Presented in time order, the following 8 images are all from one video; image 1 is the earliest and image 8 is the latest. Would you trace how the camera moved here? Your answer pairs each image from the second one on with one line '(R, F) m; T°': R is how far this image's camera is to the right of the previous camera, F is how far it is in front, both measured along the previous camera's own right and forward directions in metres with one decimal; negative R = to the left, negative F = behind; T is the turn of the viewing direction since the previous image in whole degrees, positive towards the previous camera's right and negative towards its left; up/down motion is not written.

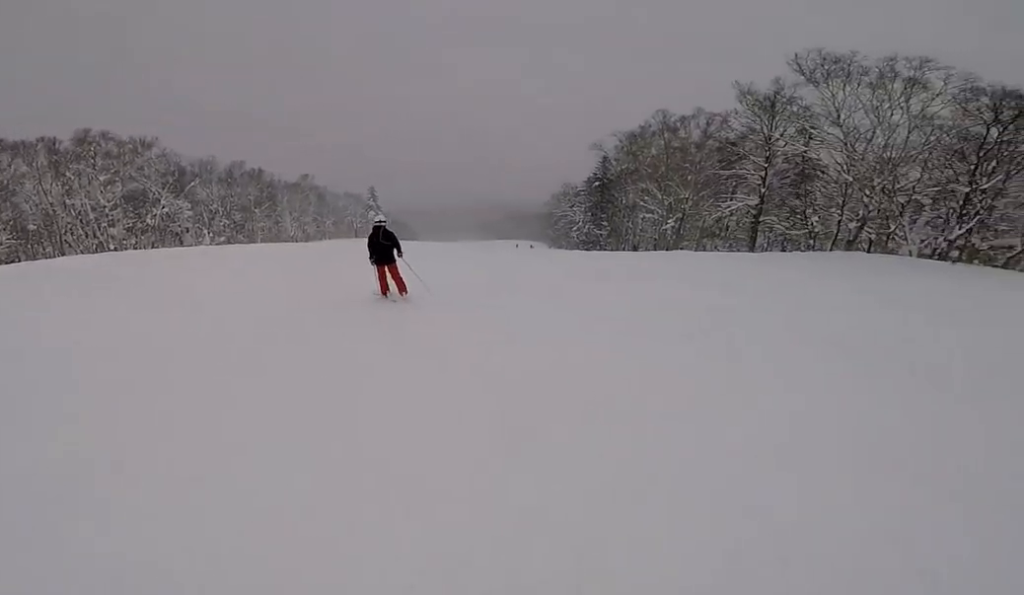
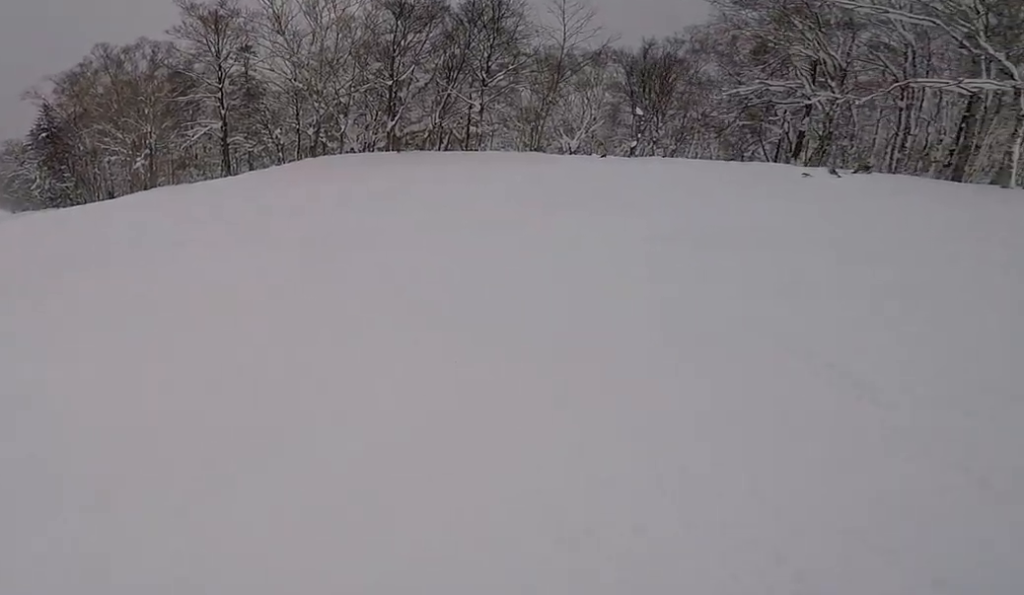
(+2.4, +4.3) m; +32°
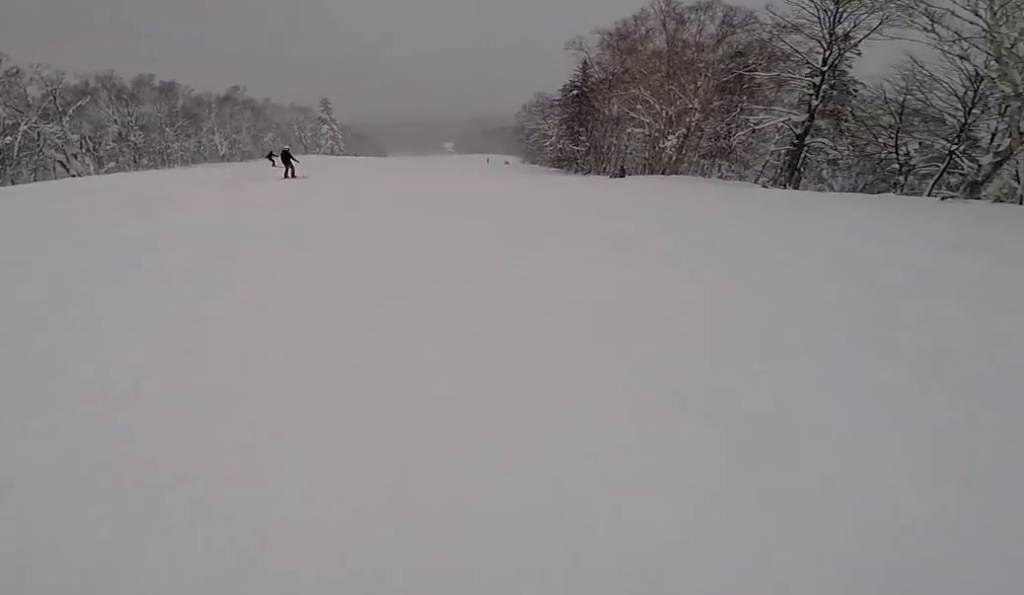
(-4.0, +8.4) m; -44°
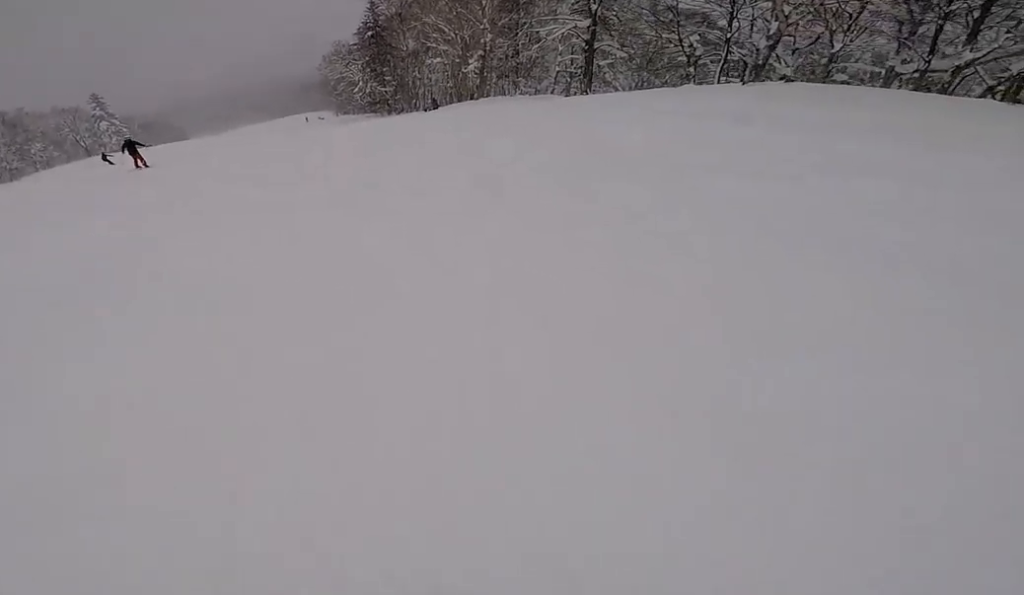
(0.0, +2.0) m; +5°
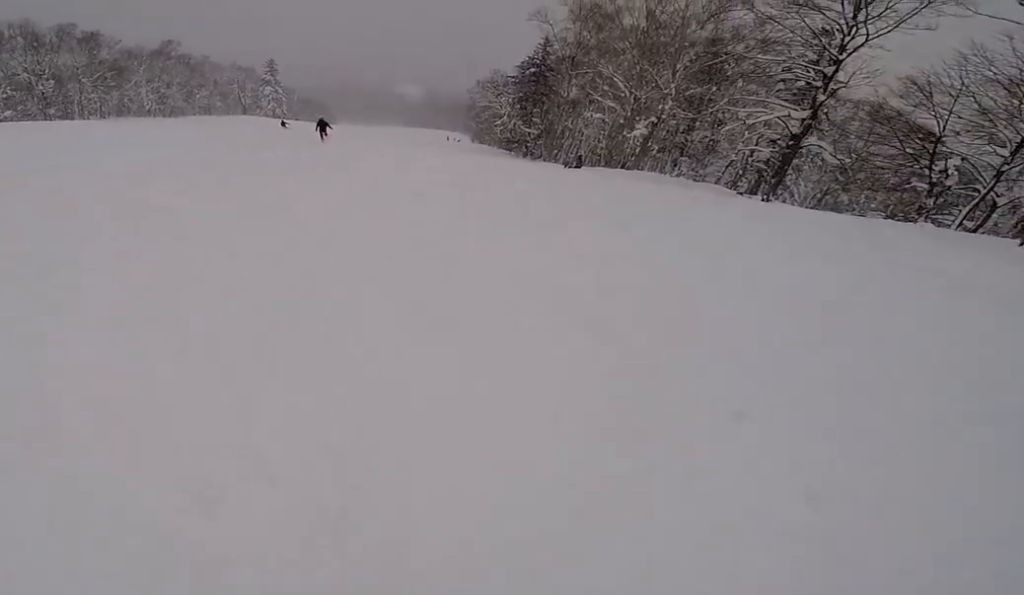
(+0.4, +3.9) m; +1°
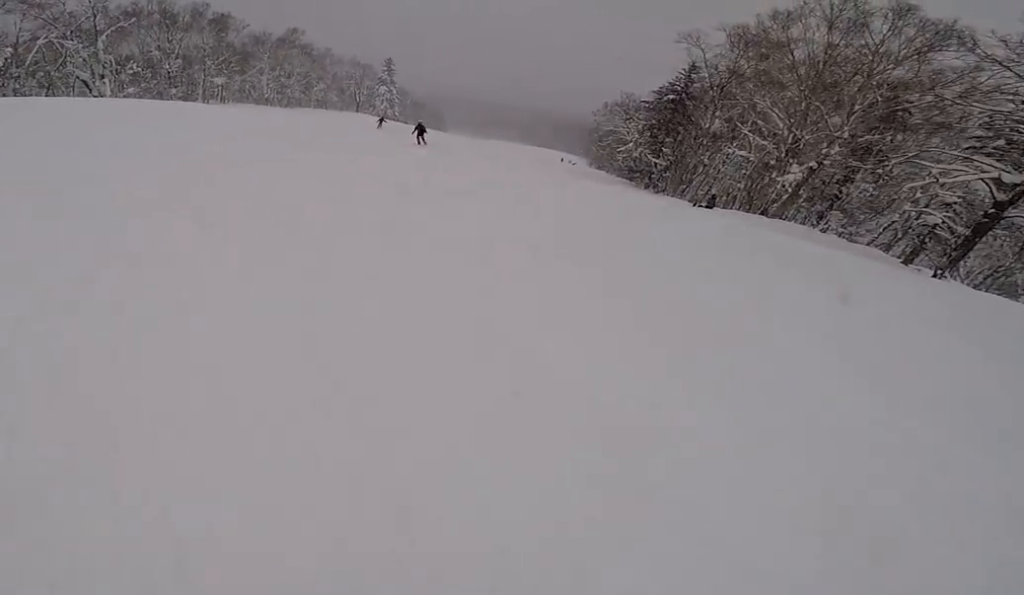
(0.0, +2.4) m; 0°
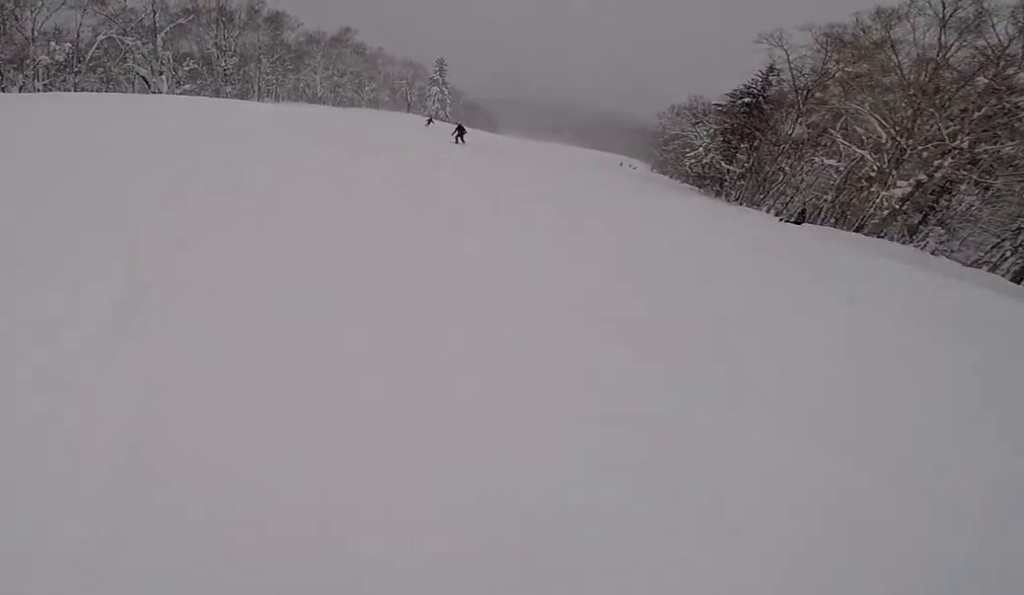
(-0.3, +2.2) m; 0°
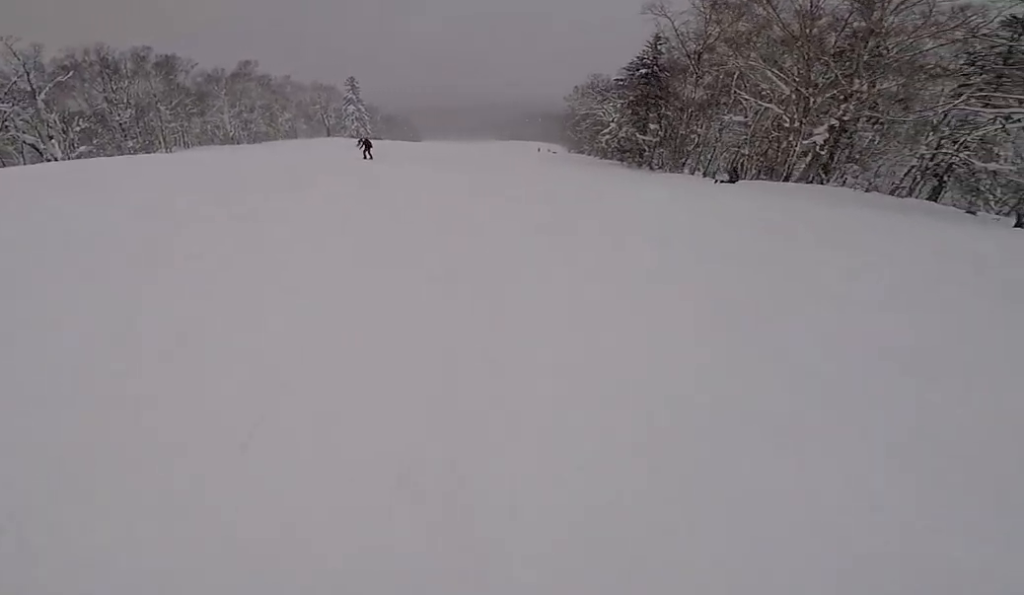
(0.0, +1.9) m; +3°
